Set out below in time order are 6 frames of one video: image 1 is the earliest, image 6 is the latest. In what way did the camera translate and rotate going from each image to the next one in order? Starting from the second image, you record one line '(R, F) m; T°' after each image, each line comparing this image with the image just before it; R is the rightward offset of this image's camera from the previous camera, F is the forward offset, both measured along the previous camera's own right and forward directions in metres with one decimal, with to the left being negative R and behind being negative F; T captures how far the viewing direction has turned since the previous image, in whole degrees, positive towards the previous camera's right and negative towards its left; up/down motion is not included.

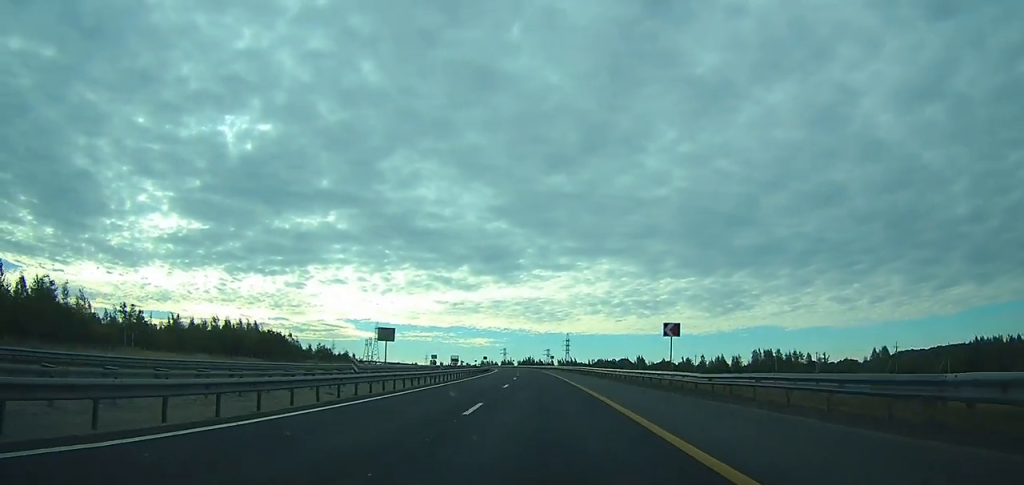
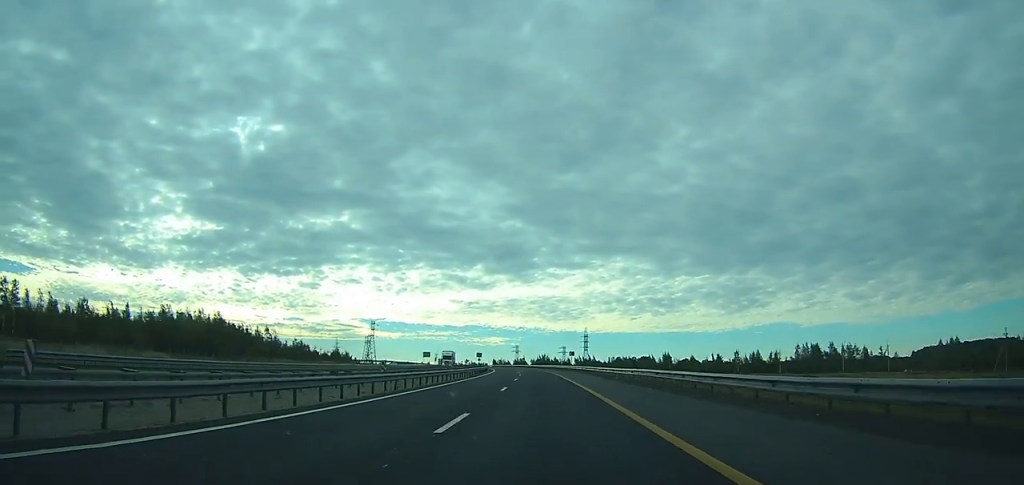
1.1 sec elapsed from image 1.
(-0.7, +36.3) m; -2°
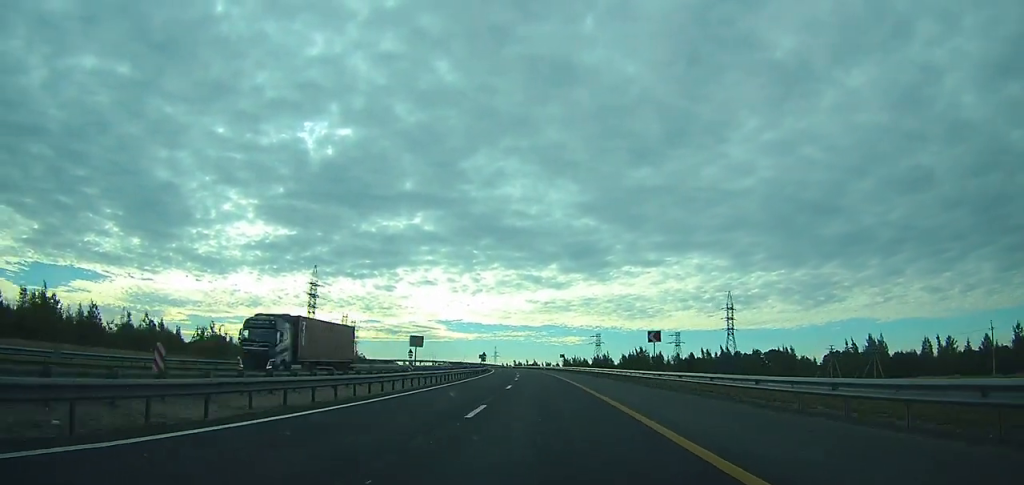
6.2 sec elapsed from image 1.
(-9.8, +151.4) m; -8°
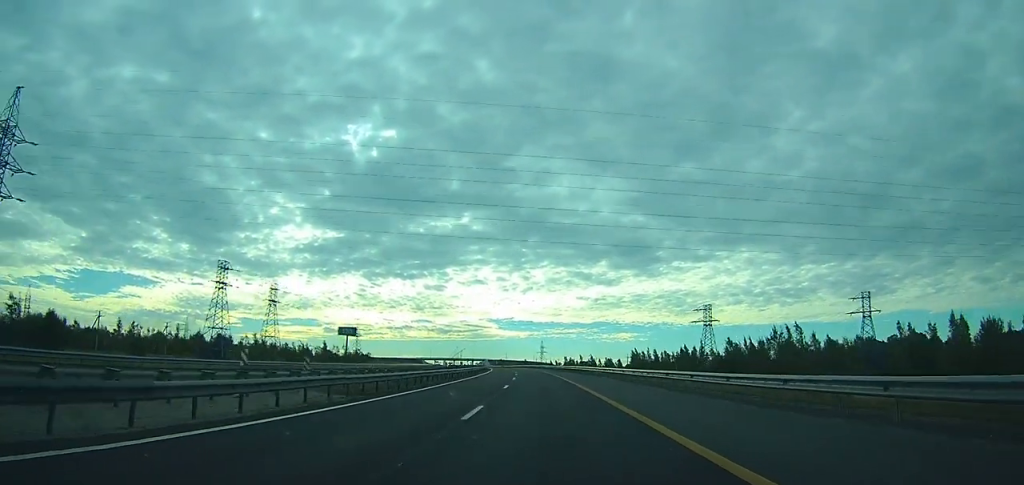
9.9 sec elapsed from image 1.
(-5.3, +116.6) m; -5°
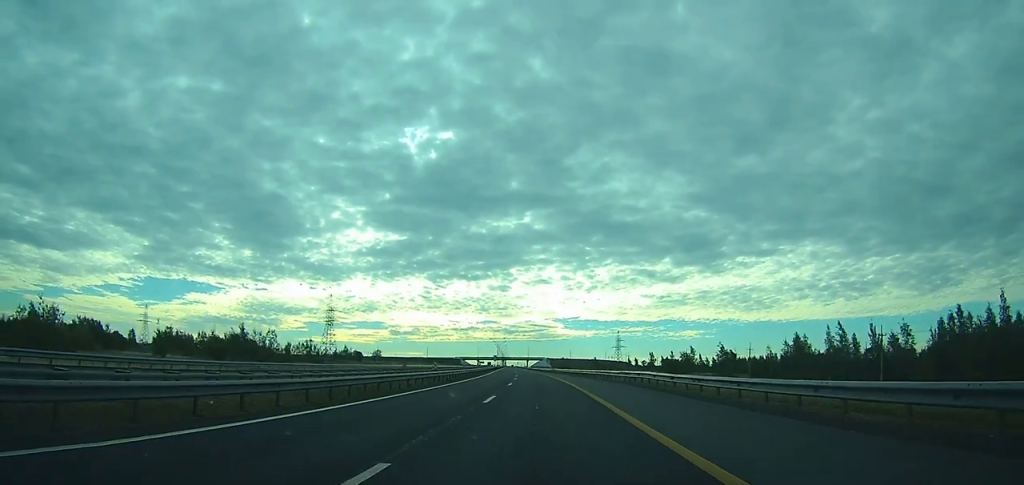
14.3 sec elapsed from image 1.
(-7.7, +141.6) m; -7°
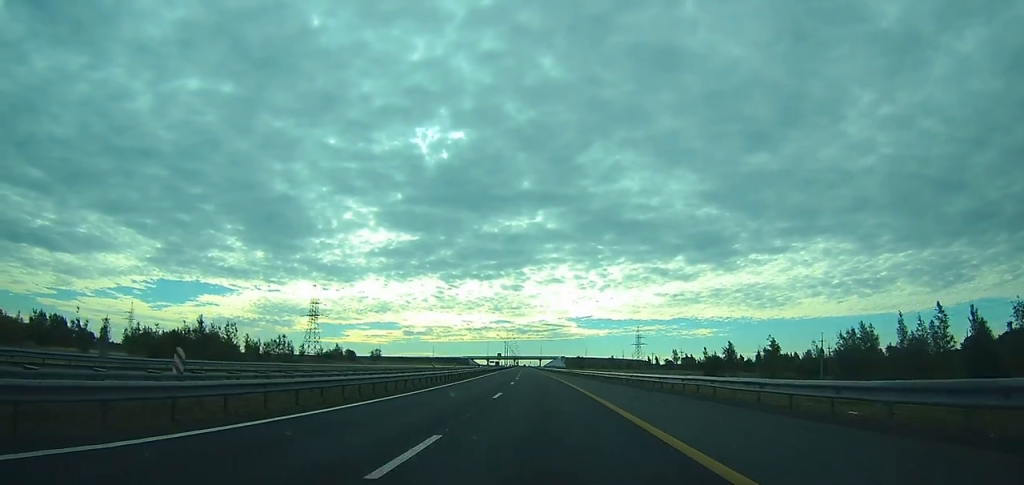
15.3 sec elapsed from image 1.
(-0.8, +29.3) m; -1°
